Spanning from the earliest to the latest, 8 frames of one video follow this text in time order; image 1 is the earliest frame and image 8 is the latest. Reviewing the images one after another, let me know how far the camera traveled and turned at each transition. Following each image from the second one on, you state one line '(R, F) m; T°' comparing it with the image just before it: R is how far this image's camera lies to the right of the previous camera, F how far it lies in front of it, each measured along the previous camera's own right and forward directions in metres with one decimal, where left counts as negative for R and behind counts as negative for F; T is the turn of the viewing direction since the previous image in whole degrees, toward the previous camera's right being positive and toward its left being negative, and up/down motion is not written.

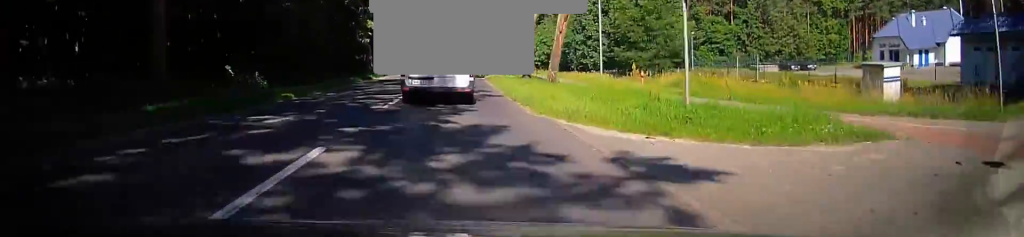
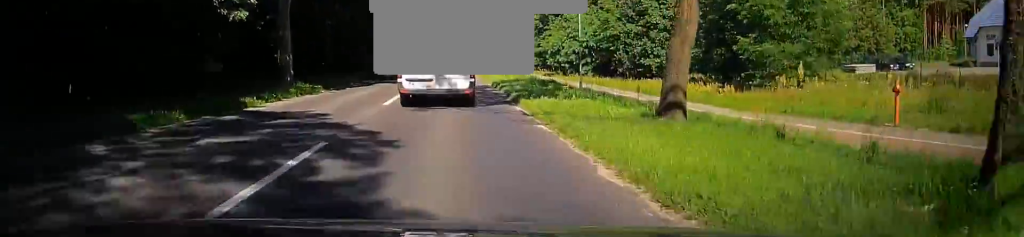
(0.0, +21.9) m; 0°
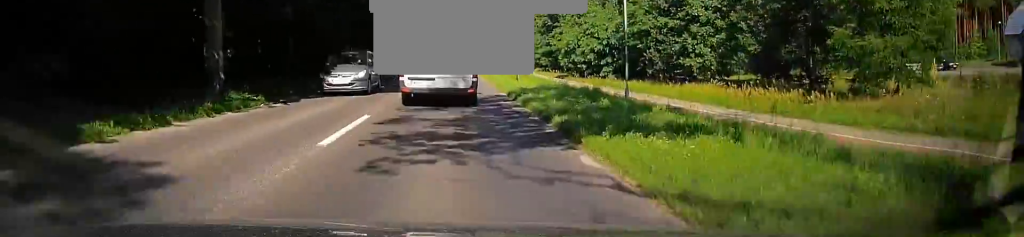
(0.0, +7.6) m; 0°
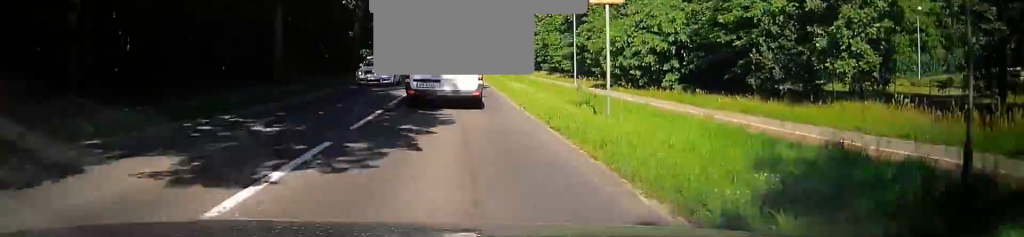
(-0.1, +15.8) m; 0°
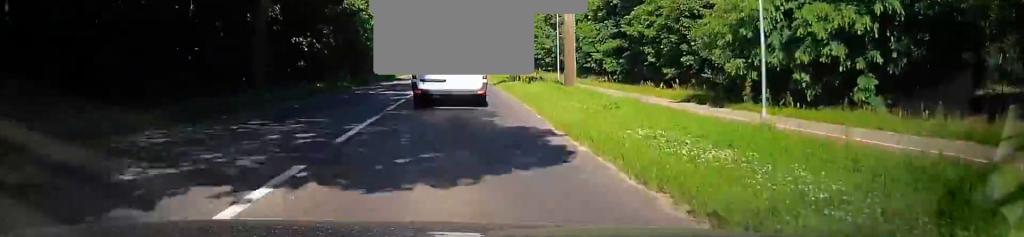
(+0.3, +19.8) m; +2°
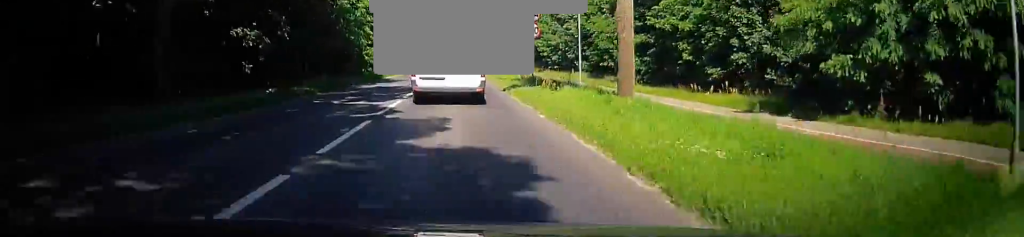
(+0.1, +7.1) m; 0°
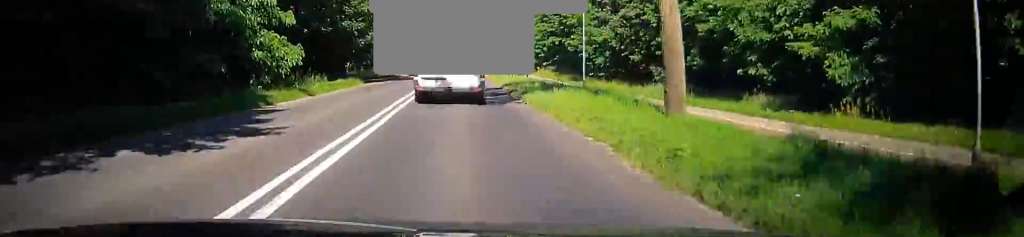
(-0.1, +25.0) m; -1°
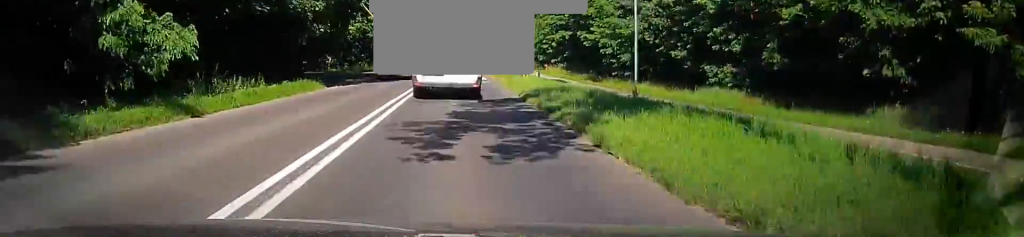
(0.0, +9.3) m; 0°
